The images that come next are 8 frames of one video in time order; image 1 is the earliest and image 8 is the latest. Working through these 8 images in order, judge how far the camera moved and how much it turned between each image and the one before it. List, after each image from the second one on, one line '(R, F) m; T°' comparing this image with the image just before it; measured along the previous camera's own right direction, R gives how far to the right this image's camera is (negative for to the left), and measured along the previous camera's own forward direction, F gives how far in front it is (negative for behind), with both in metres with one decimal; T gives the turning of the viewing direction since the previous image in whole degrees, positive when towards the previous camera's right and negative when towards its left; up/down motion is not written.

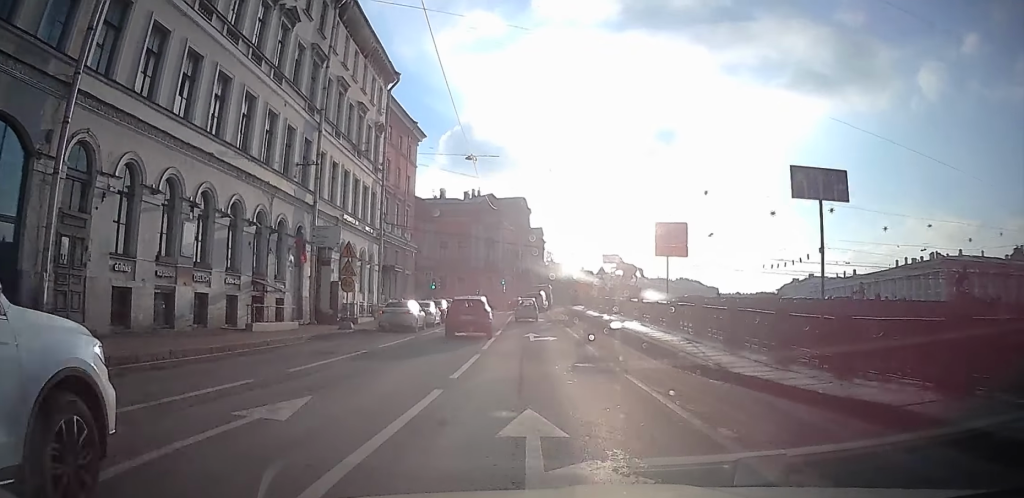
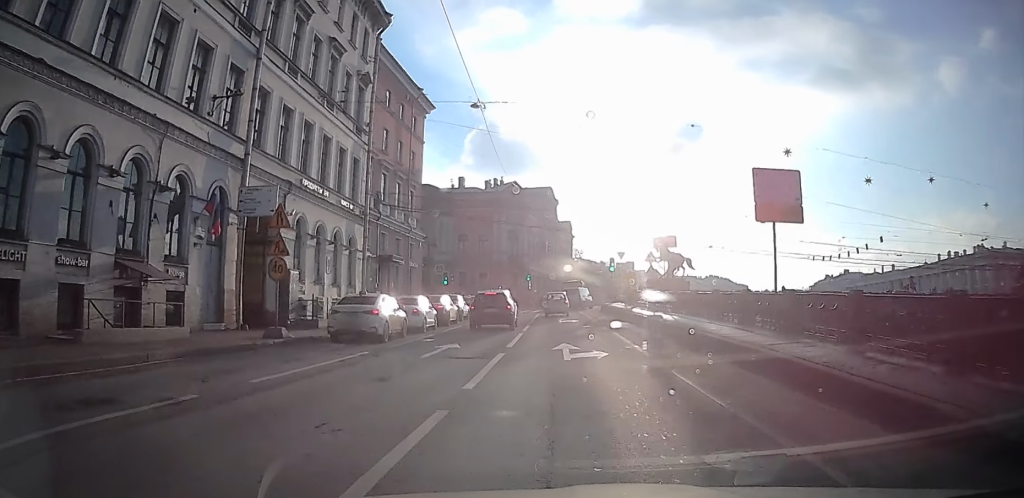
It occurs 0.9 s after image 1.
(-0.6, +9.8) m; 0°
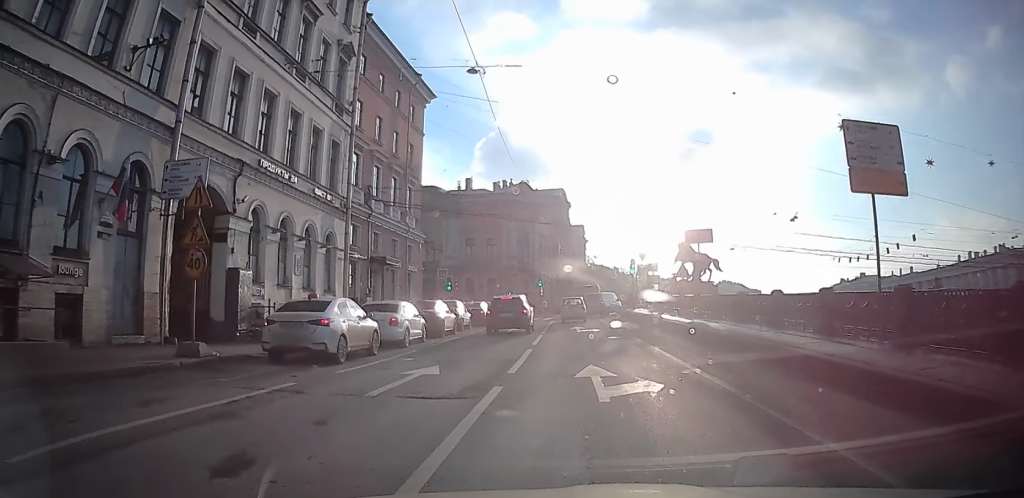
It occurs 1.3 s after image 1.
(0.0, +5.1) m; 0°
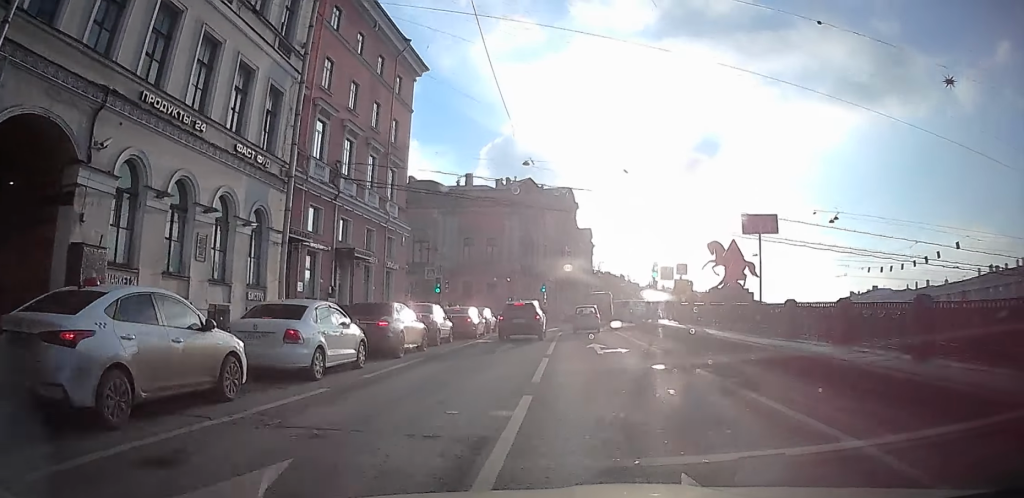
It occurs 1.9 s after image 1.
(+0.5, +7.6) m; 0°
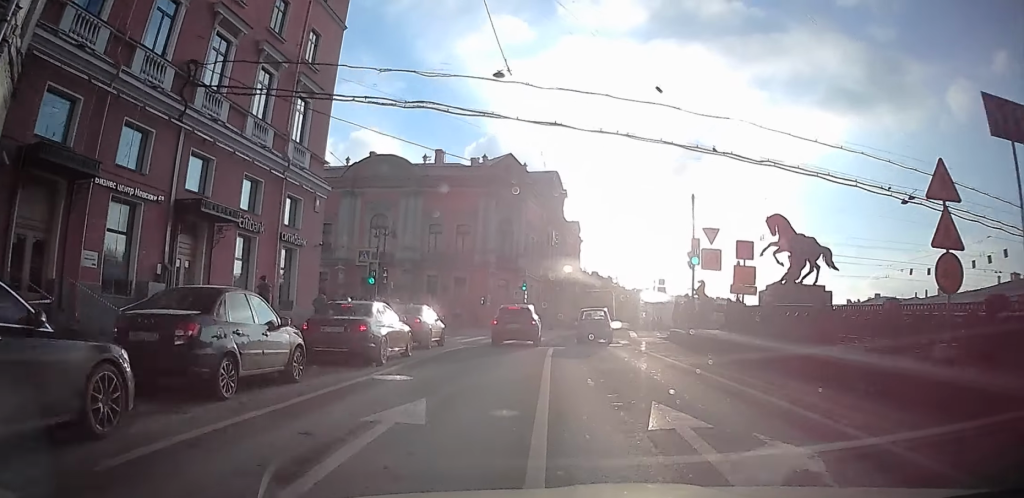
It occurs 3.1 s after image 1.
(-0.7, +14.1) m; -4°
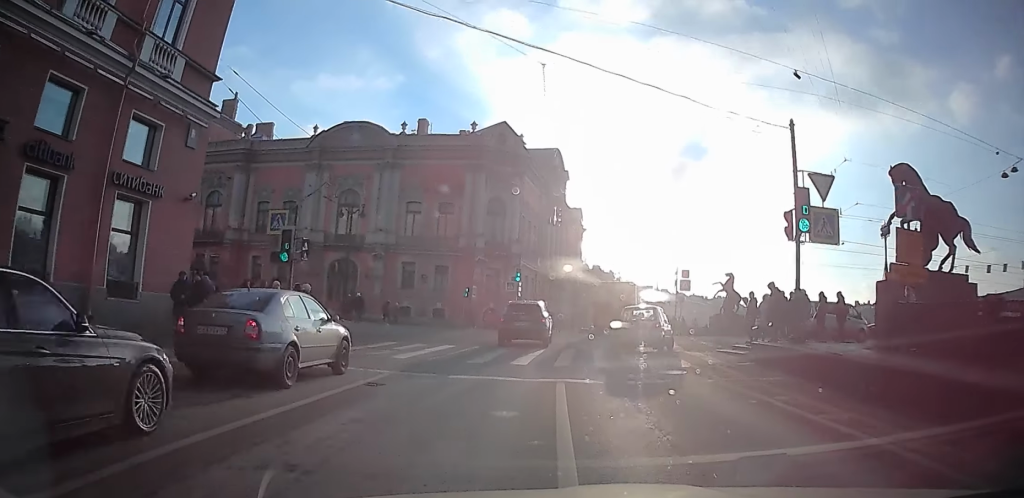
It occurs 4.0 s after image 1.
(0.0, +11.7) m; 0°
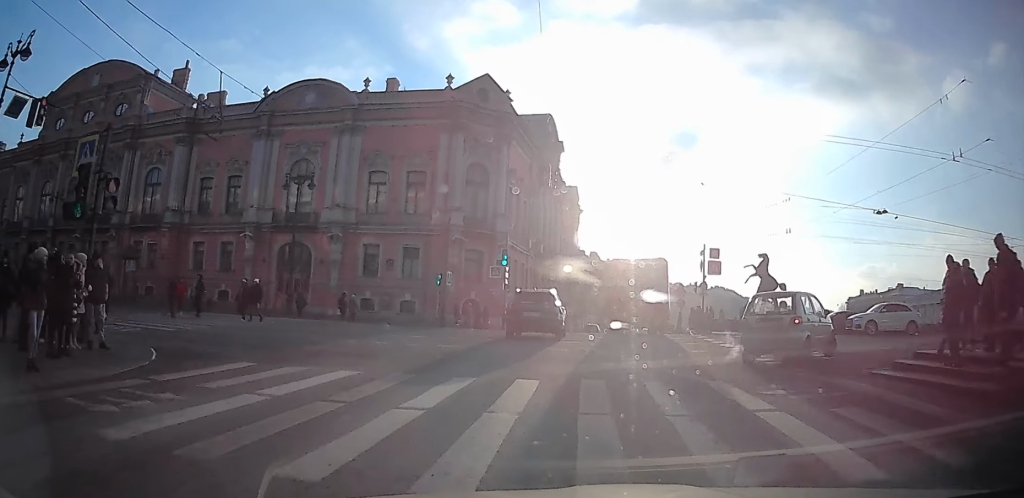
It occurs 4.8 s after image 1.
(0.0, +11.3) m; +2°
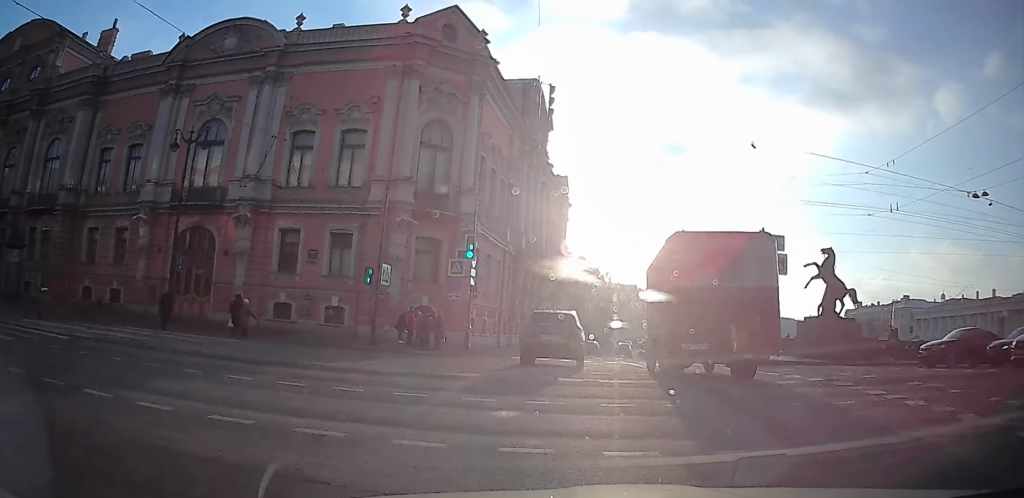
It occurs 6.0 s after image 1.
(+0.7, +15.2) m; +1°
